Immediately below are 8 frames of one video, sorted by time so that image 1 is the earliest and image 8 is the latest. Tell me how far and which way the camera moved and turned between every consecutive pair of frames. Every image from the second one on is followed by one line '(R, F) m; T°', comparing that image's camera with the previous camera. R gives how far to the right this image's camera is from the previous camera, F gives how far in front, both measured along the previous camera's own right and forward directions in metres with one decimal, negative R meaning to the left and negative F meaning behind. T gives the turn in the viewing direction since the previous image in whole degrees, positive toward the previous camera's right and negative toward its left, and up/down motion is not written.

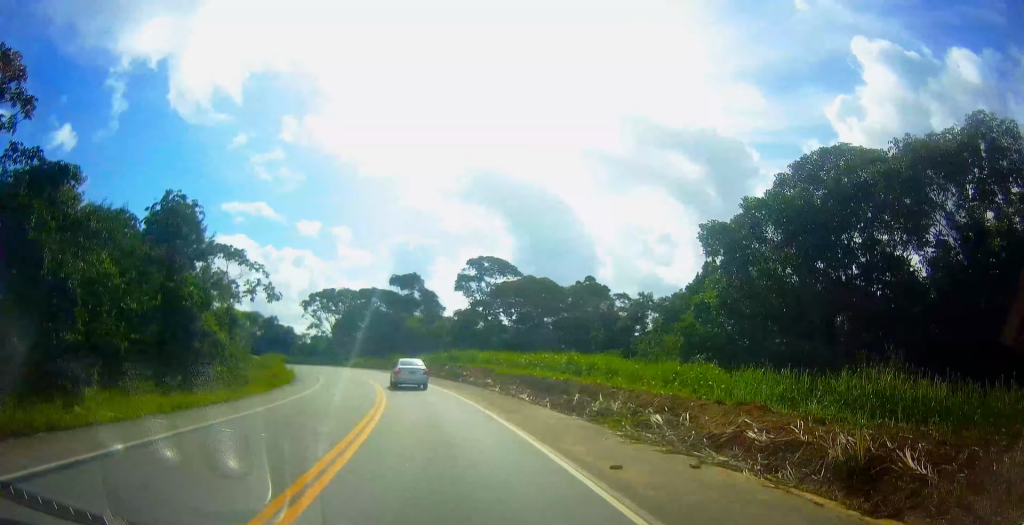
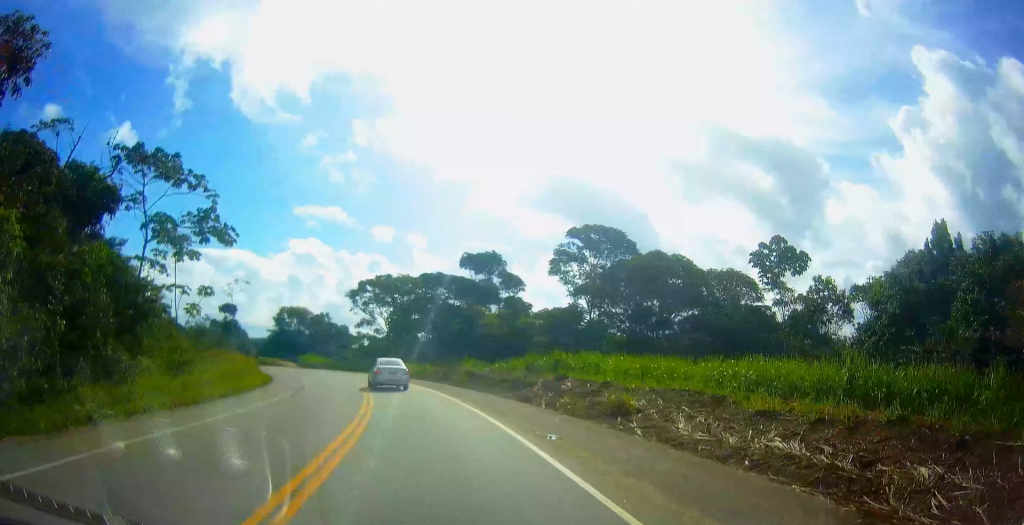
(-0.3, +28.7) m; -3°
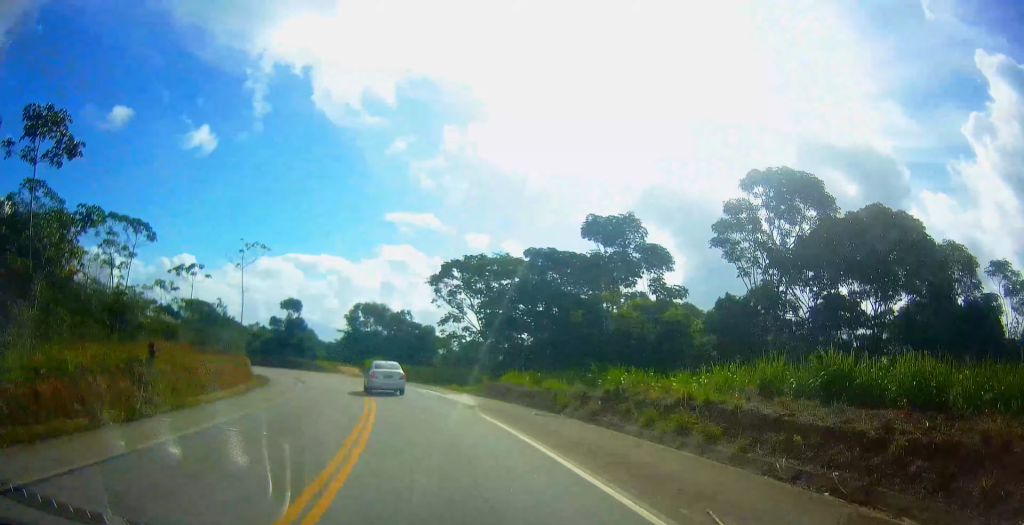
(-1.1, +25.3) m; -5°
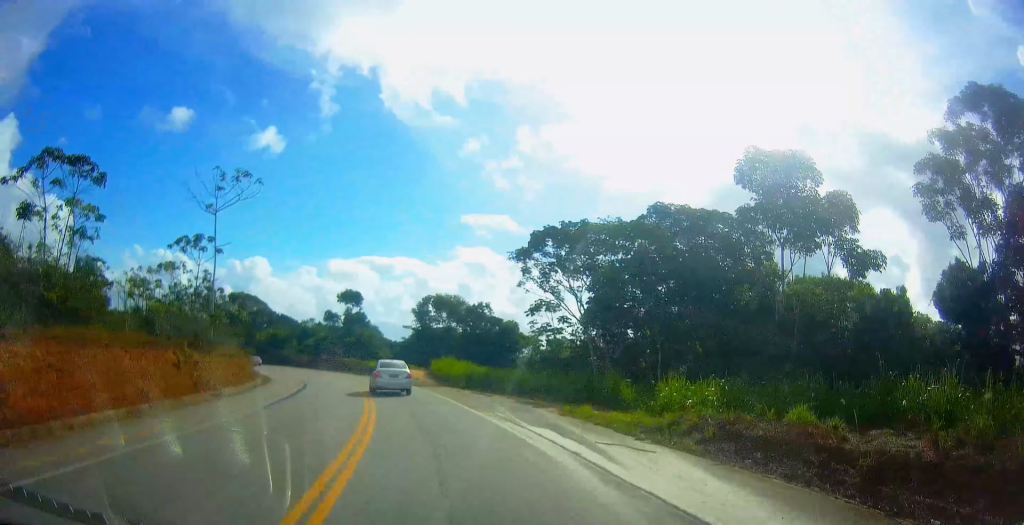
(-0.8, +20.1) m; -4°
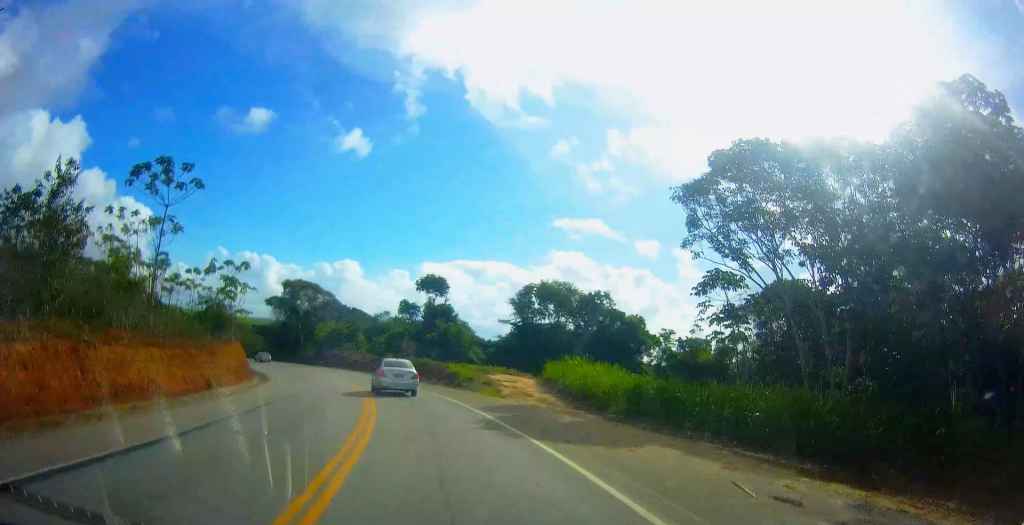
(-1.1, +25.5) m; -4°
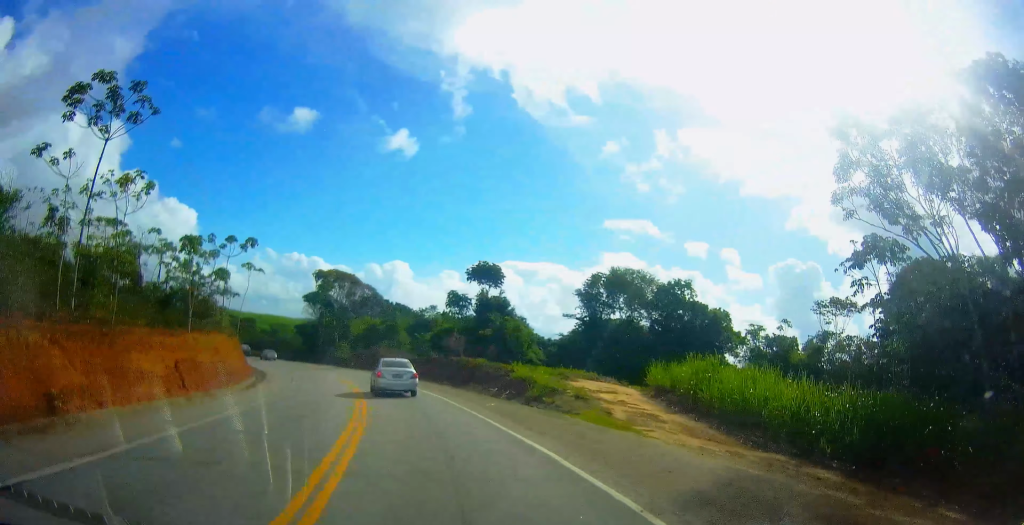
(-0.4, +13.8) m; -2°
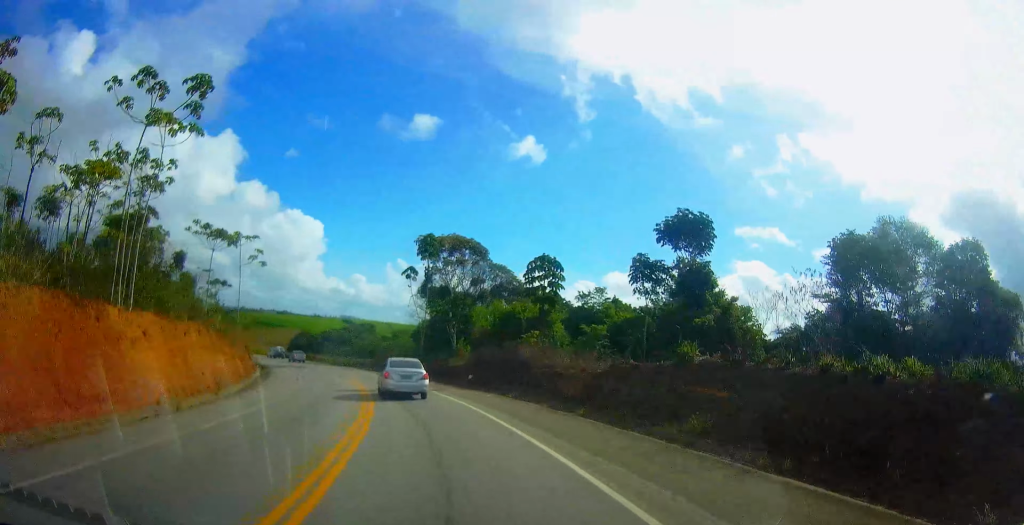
(-1.7, +33.4) m; -6°
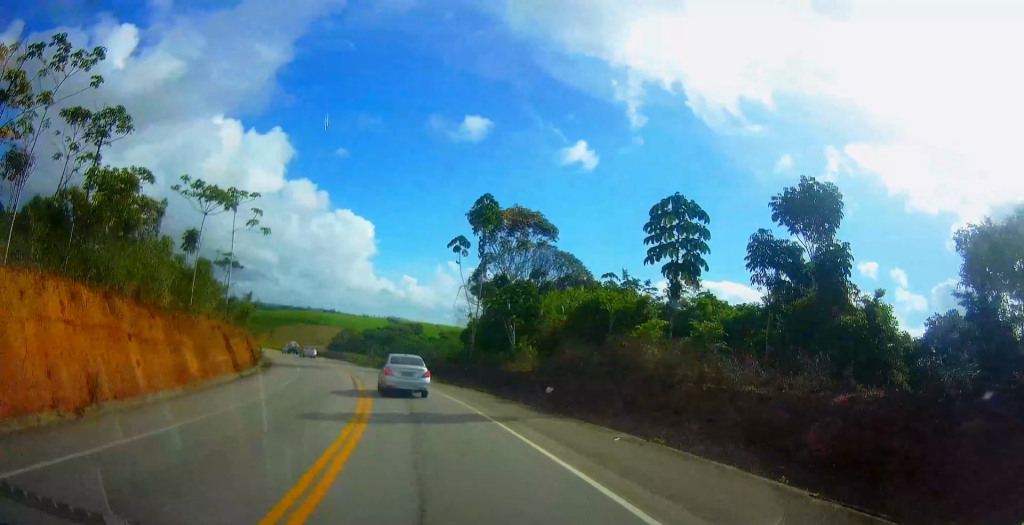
(-0.3, +13.2) m; -4°
